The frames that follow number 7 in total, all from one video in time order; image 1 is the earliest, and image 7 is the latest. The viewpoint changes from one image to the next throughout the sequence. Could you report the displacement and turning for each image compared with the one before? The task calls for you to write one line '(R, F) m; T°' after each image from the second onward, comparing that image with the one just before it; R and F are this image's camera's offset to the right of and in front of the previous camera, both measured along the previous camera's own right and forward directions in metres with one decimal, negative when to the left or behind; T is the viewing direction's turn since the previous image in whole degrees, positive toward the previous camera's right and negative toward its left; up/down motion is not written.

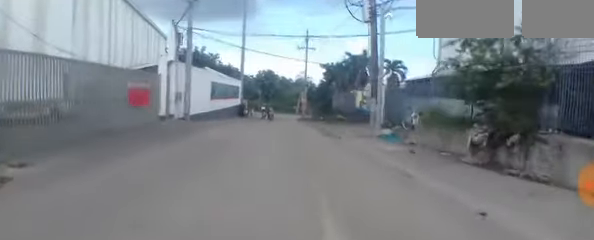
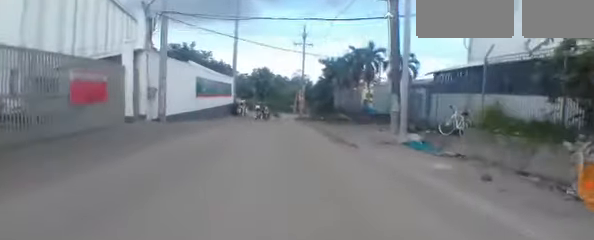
(0.0, +3.6) m; +1°
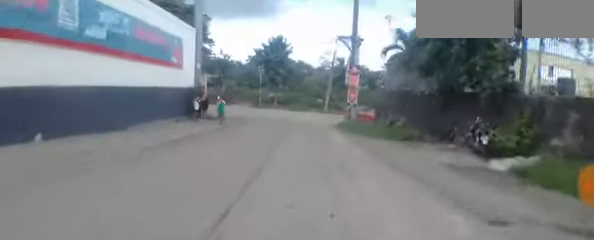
(+0.1, +25.5) m; +1°
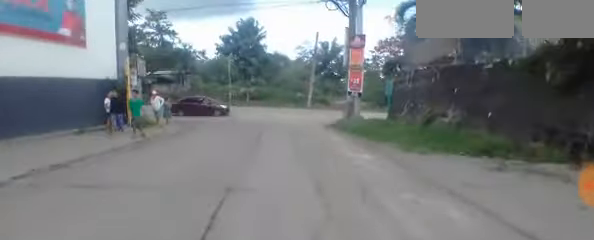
(0.0, +6.2) m; +2°
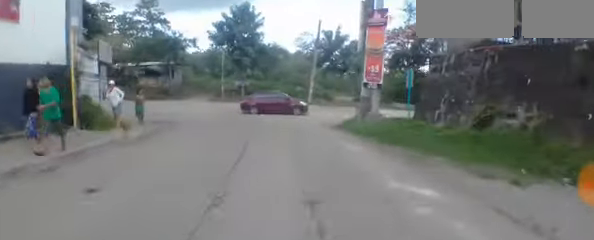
(+0.2, +2.9) m; 0°
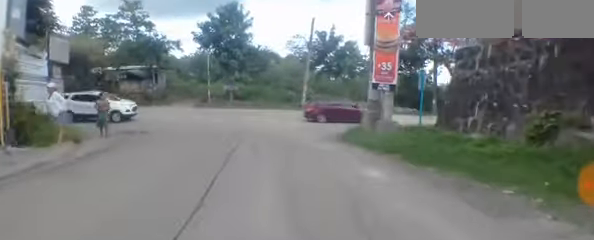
(-0.1, +1.9) m; -2°
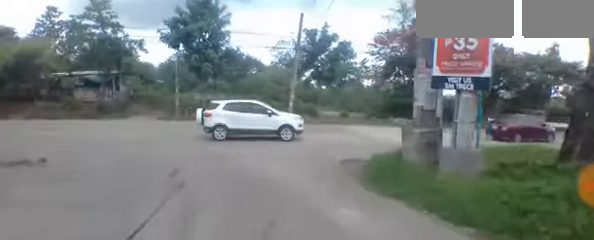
(-0.2, +3.7) m; -3°
